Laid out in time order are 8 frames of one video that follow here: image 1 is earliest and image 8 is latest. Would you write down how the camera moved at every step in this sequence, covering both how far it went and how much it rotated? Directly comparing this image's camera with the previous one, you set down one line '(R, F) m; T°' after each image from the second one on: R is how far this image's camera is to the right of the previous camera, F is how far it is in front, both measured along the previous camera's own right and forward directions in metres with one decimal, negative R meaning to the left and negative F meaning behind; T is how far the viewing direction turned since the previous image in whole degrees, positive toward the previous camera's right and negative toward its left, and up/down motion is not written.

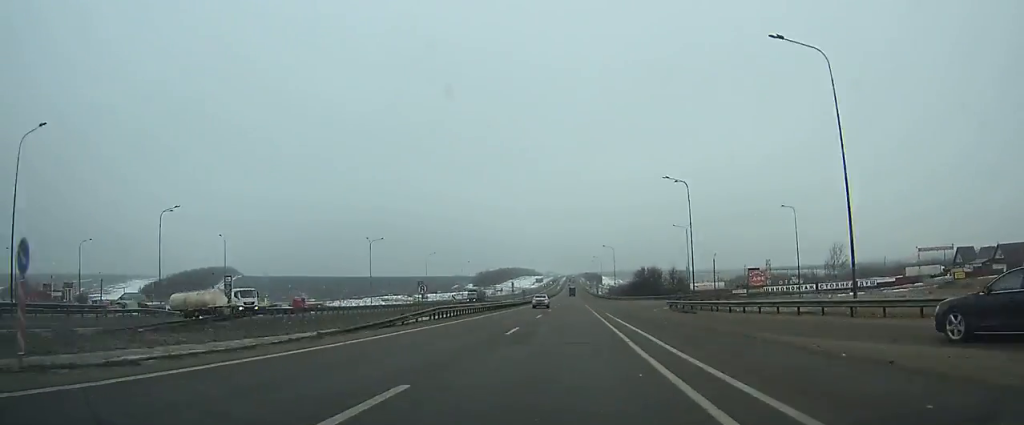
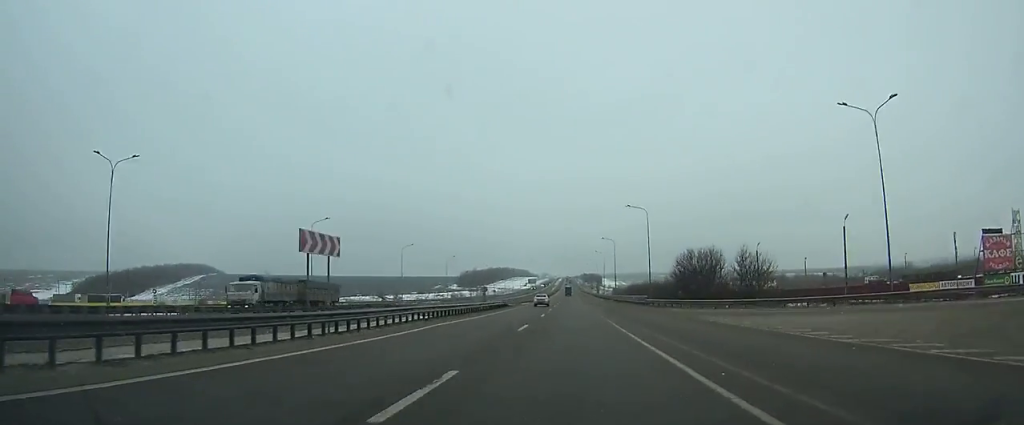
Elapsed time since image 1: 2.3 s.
(+0.1, +65.0) m; 0°
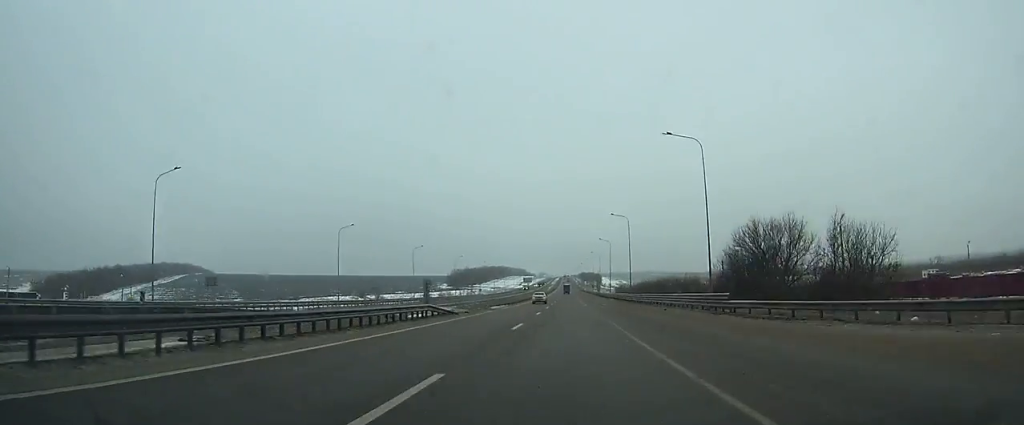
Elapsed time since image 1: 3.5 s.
(+0.1, +34.1) m; 0°
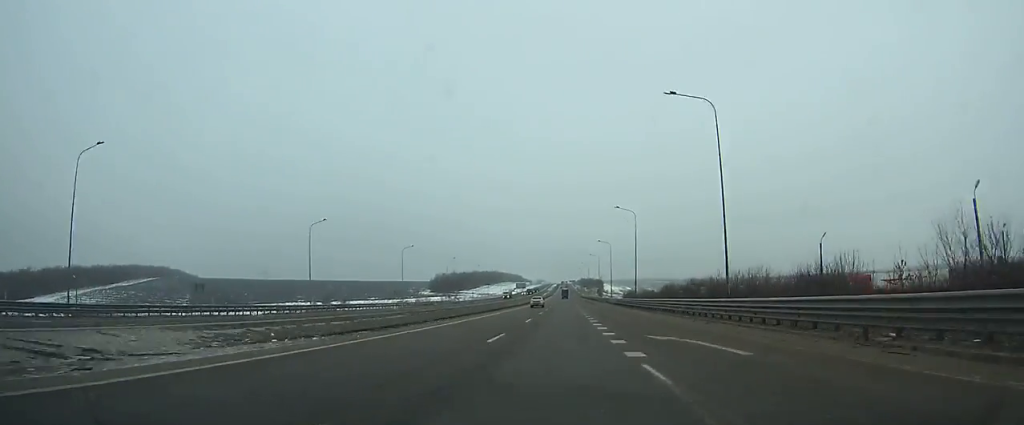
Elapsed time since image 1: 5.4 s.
(0.0, +52.8) m; 0°
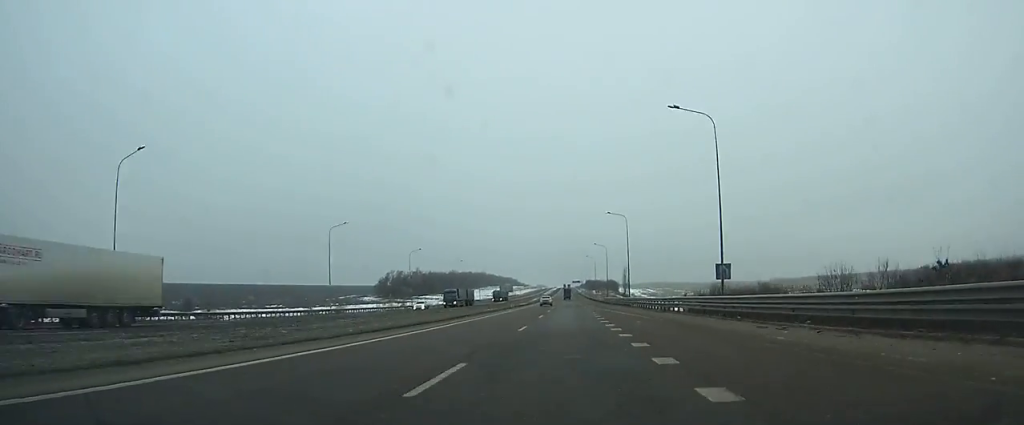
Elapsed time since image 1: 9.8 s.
(-0.4, +123.1) m; 0°
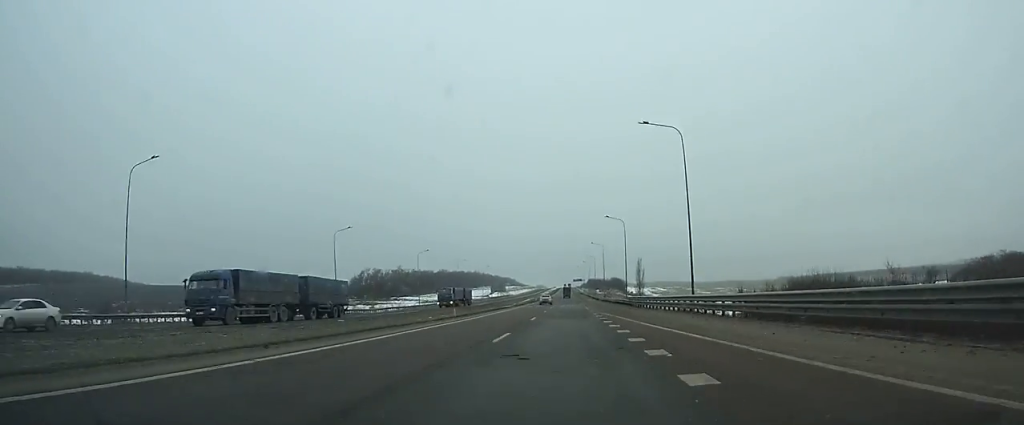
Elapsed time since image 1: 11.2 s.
(-0.1, +40.6) m; 0°
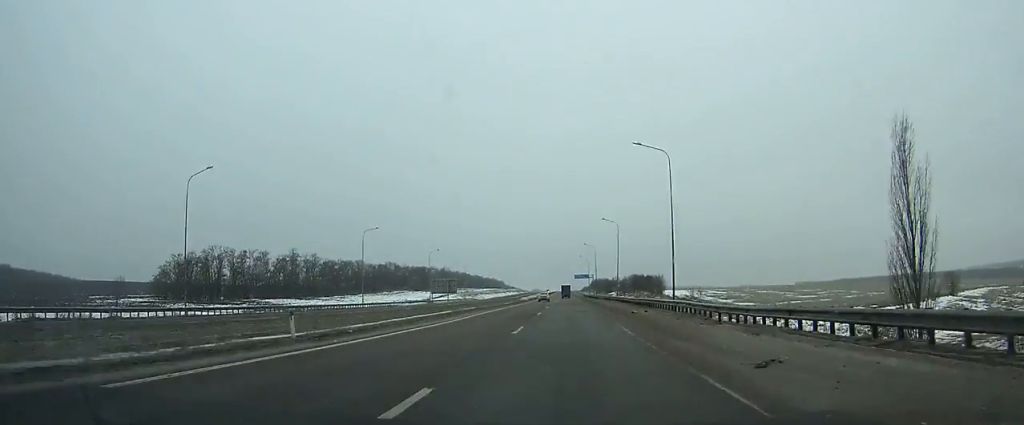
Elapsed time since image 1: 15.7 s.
(0.0, +129.4) m; 0°
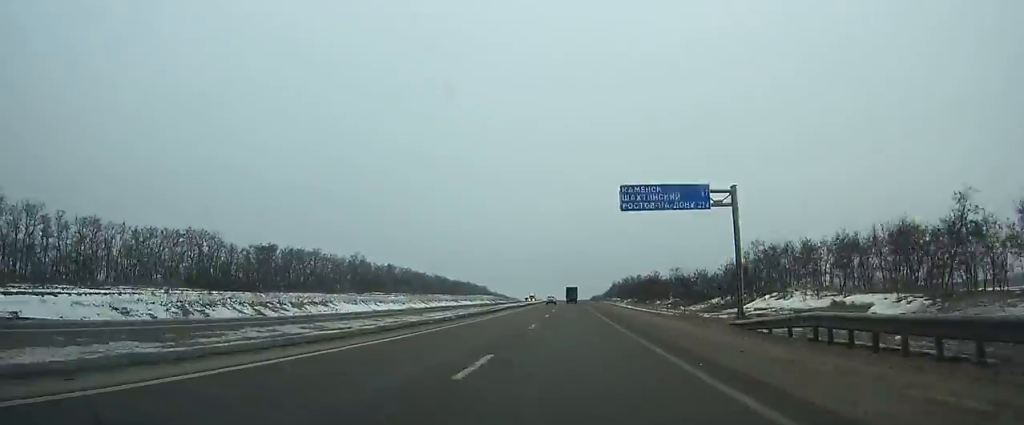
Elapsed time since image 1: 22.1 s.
(+13.1, +174.2) m; +19°
